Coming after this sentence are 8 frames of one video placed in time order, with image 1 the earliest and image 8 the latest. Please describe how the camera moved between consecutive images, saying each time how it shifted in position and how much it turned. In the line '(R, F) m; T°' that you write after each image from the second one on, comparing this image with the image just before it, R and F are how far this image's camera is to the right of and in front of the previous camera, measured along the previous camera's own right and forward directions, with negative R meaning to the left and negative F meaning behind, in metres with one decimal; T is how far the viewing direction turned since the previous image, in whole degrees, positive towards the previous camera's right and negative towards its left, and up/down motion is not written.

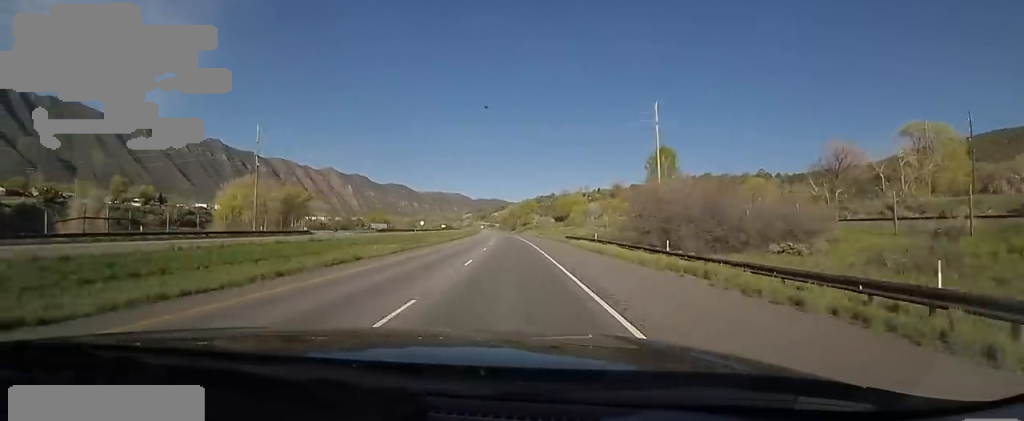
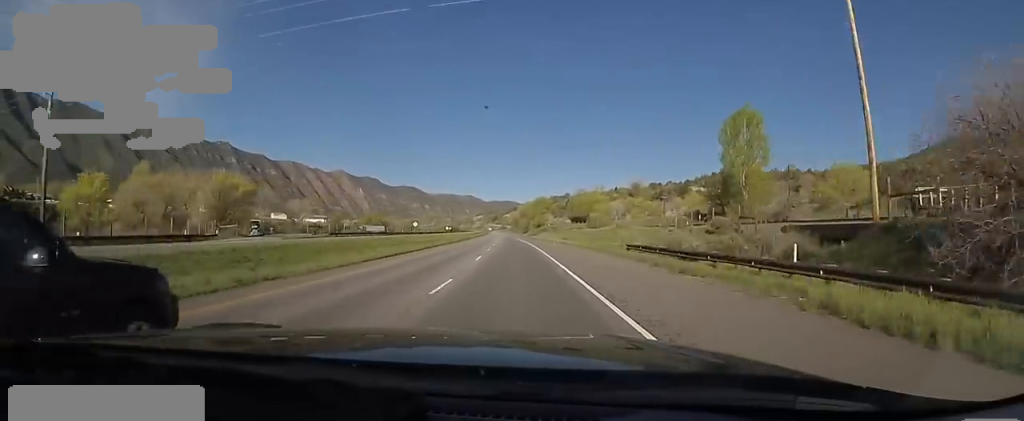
(-1.3, +32.3) m; -3°
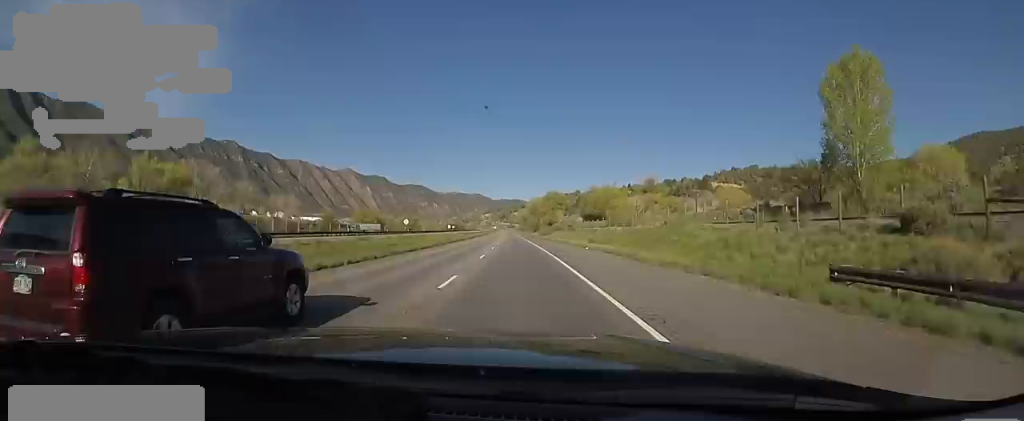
(+0.2, +22.9) m; -2°
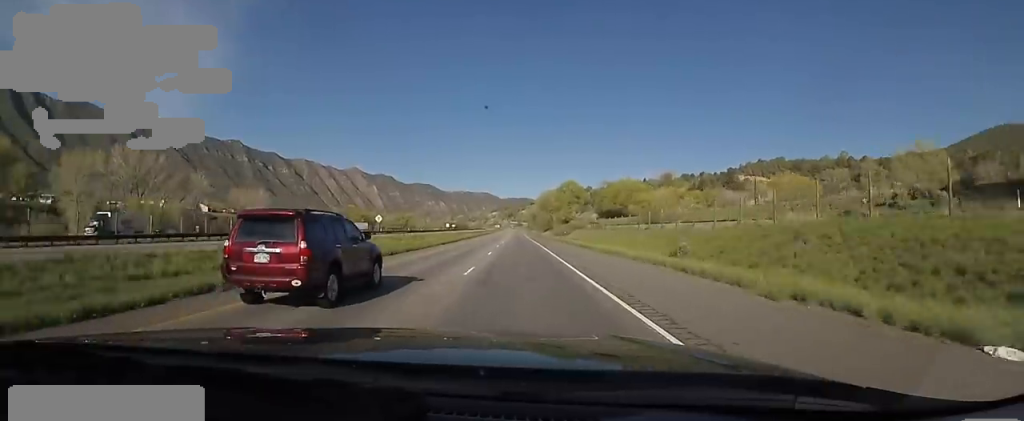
(-1.7, +32.0) m; 0°
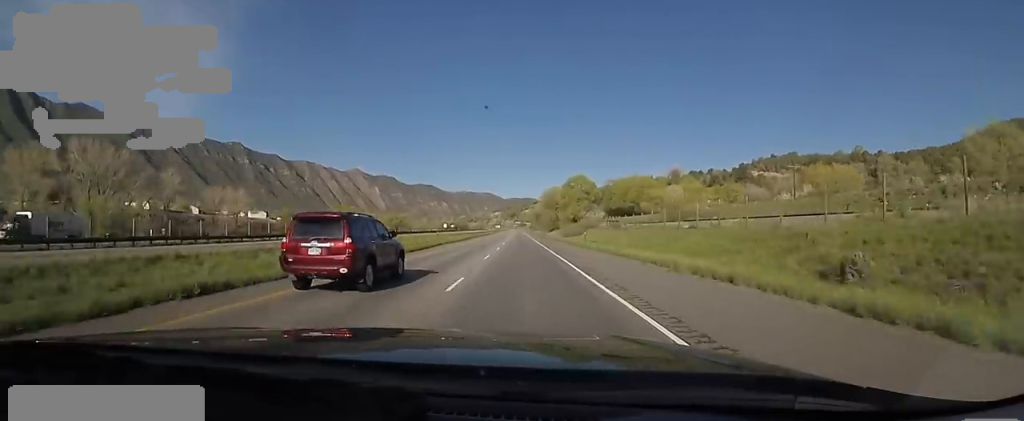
(+0.7, +15.6) m; 0°
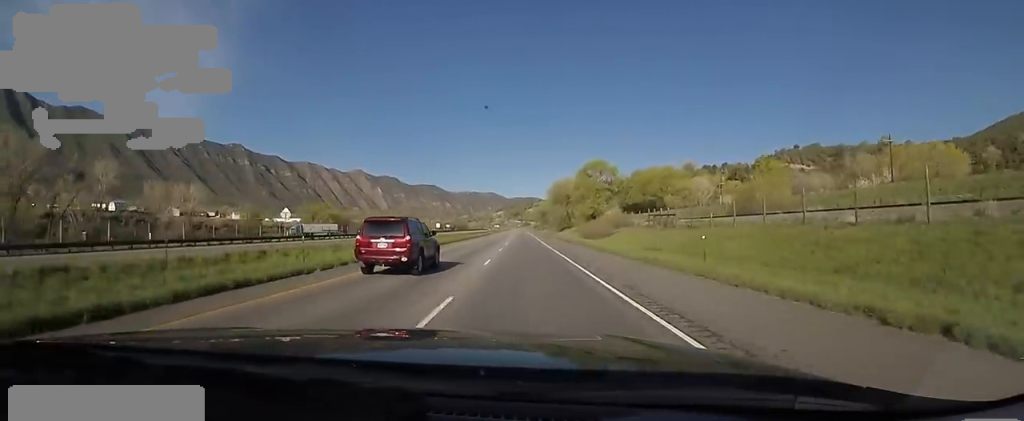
(+0.5, +27.0) m; 0°
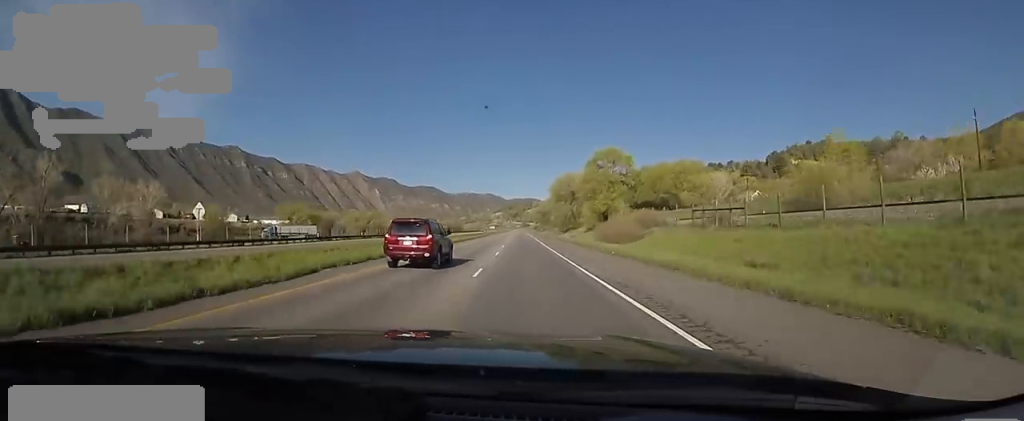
(-0.7, +16.6) m; 0°
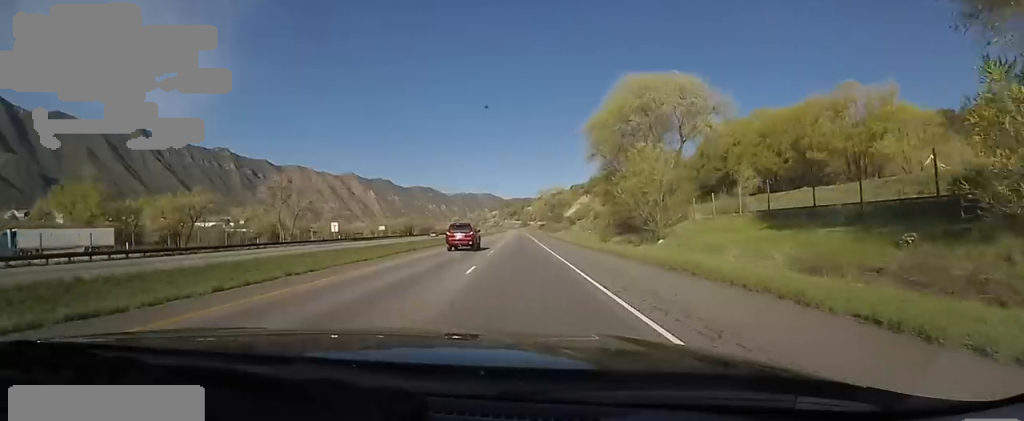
(+0.6, +82.3) m; +1°
